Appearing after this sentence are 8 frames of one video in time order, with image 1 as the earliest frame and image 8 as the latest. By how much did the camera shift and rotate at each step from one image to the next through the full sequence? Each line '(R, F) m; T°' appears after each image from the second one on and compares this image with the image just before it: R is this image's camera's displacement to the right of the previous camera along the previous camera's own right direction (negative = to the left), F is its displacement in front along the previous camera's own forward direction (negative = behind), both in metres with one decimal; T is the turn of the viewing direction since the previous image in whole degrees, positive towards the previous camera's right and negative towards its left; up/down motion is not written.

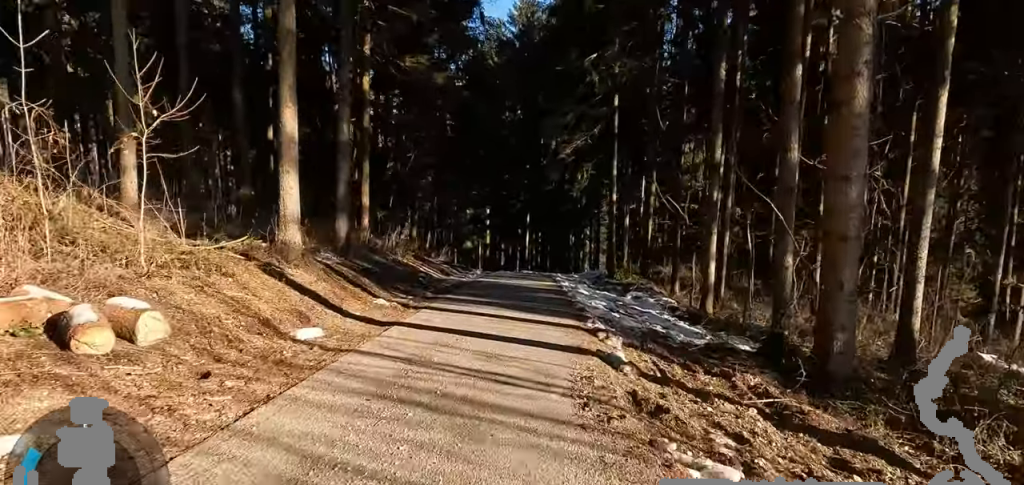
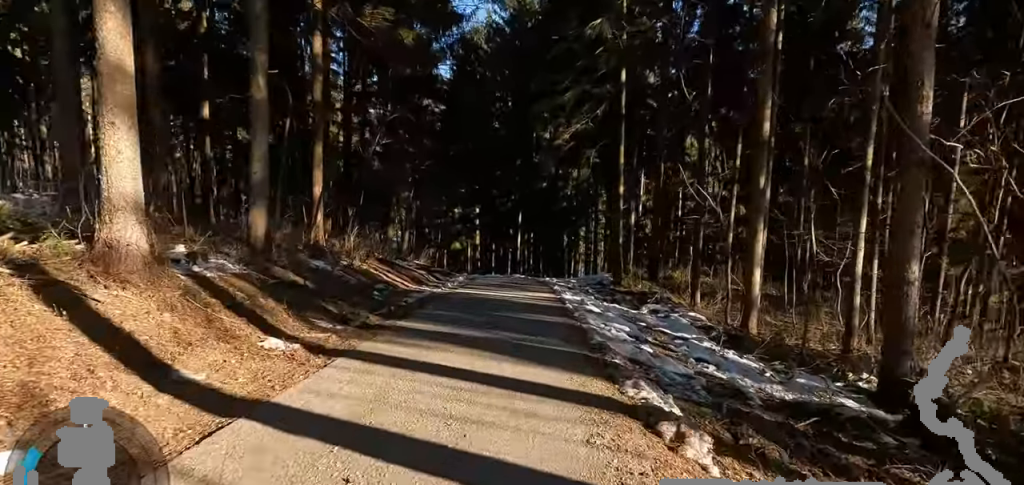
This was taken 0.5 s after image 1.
(0.0, +3.6) m; 0°
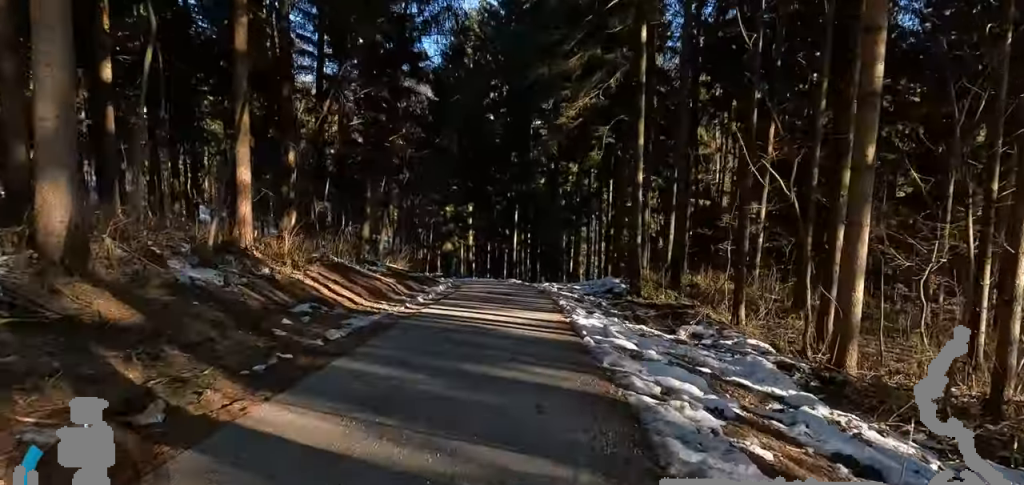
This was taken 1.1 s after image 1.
(0.0, +4.2) m; 0°
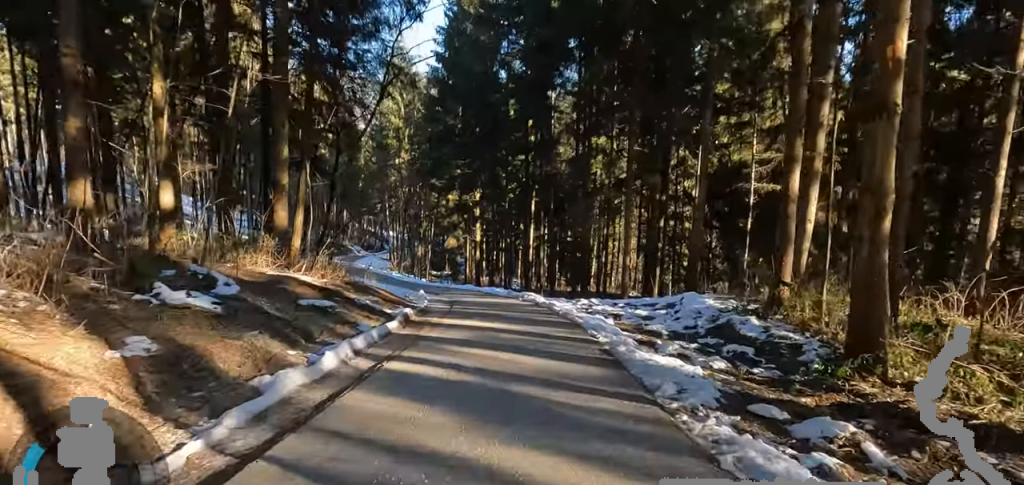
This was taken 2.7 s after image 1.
(0.0, +11.5) m; 0°
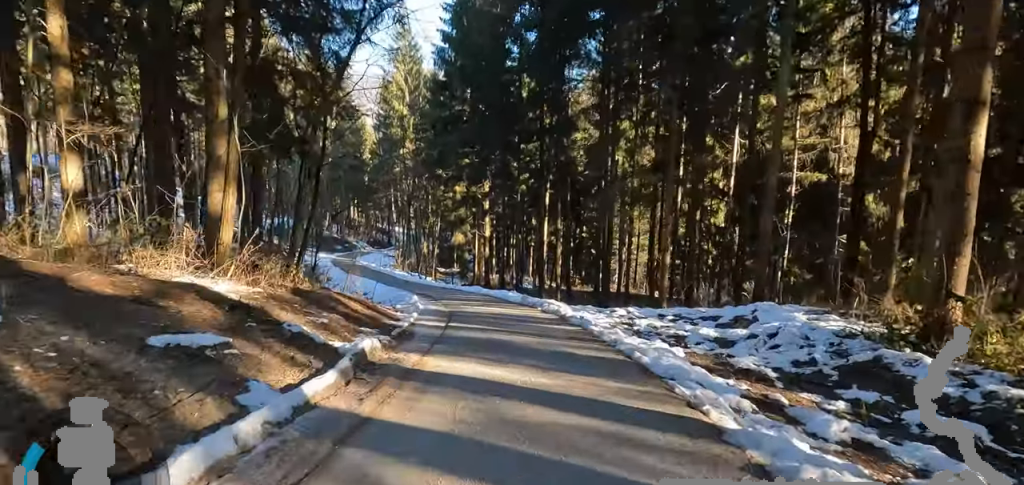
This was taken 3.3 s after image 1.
(0.0, +4.2) m; 0°
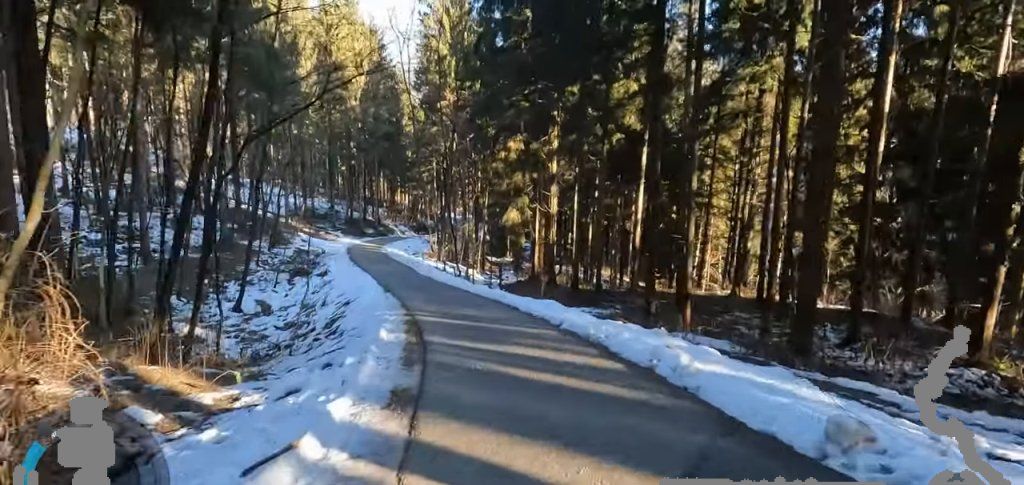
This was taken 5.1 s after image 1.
(-0.7, +13.9) m; -12°
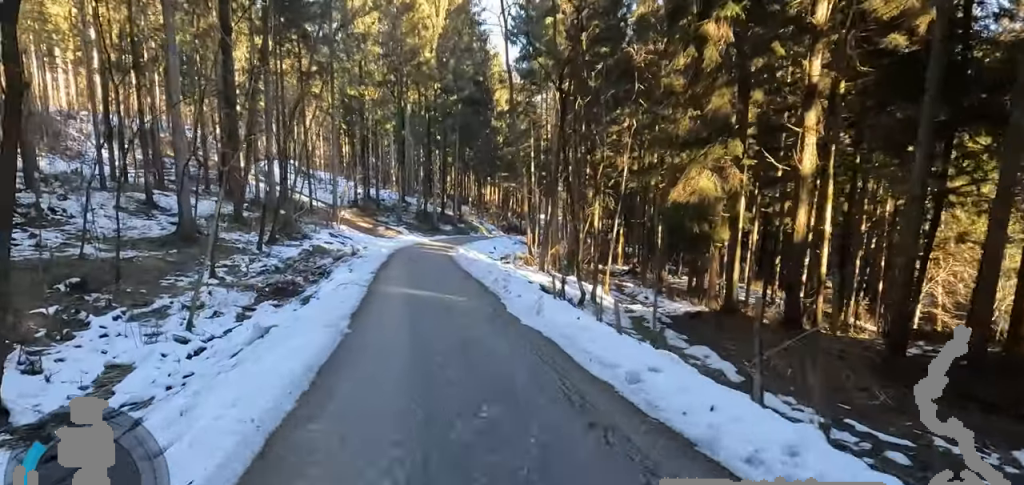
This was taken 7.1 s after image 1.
(+0.1, +15.3) m; 0°
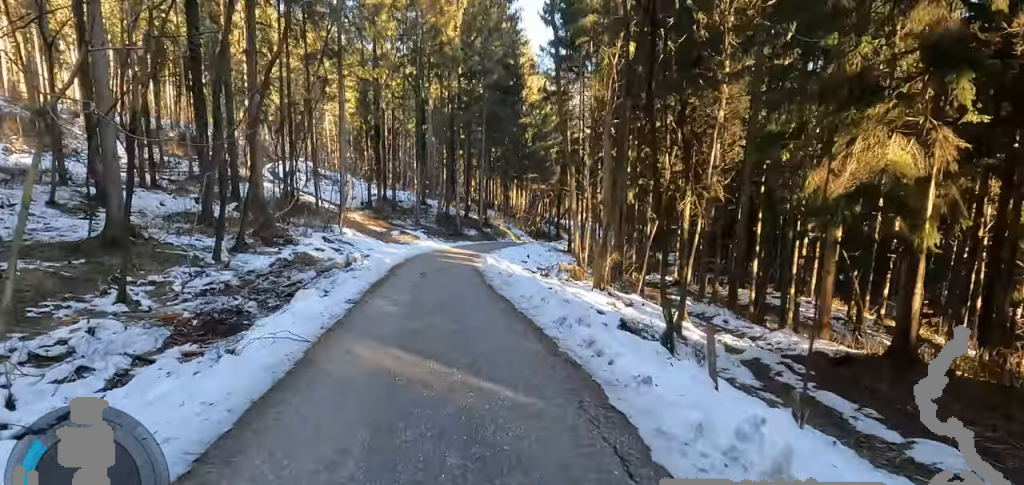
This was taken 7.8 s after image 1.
(-0.8, +5.6) m; -6°
